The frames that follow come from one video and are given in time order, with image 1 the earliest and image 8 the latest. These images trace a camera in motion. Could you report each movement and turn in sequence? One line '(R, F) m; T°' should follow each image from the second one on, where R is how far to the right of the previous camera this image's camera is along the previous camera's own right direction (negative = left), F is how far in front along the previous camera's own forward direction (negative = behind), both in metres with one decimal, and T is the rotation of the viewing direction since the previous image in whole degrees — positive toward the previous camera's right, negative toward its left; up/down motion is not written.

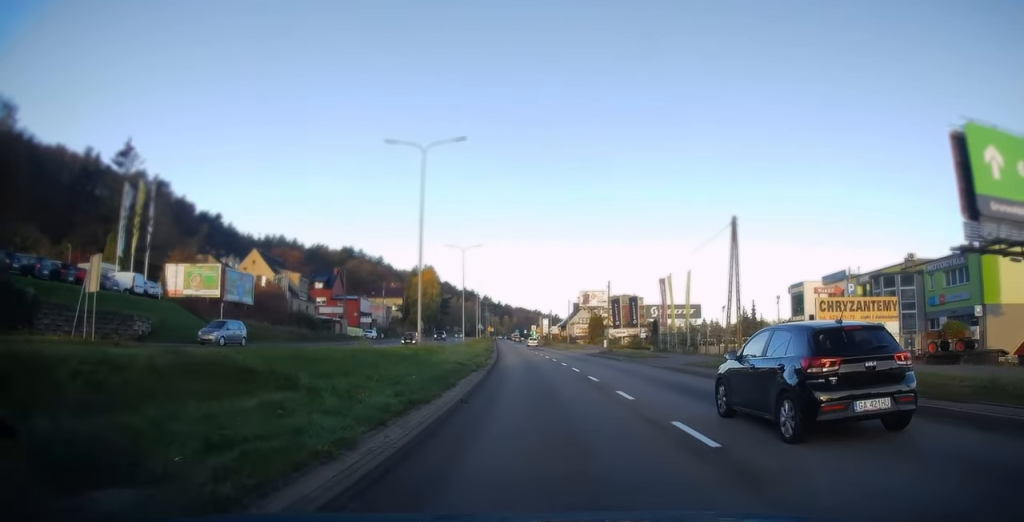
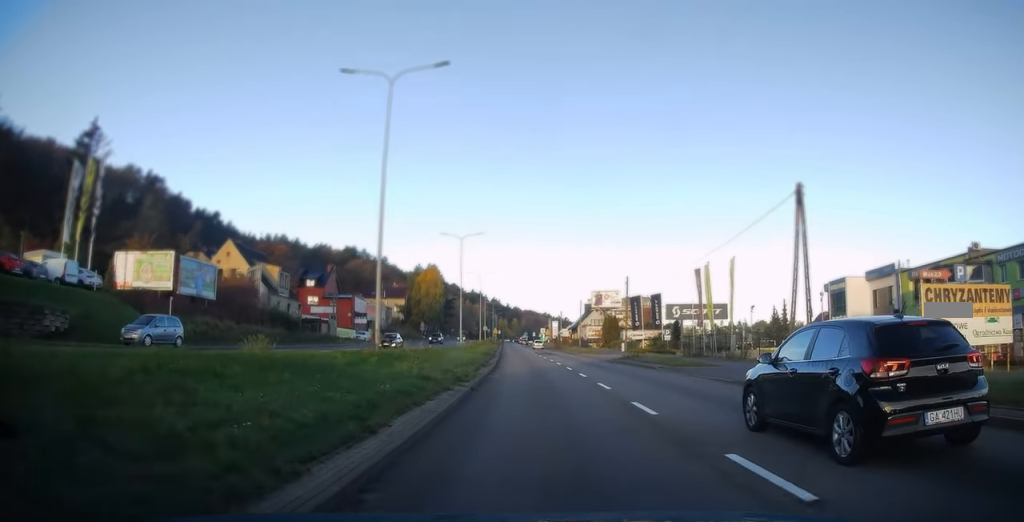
(-0.5, +8.6) m; -1°
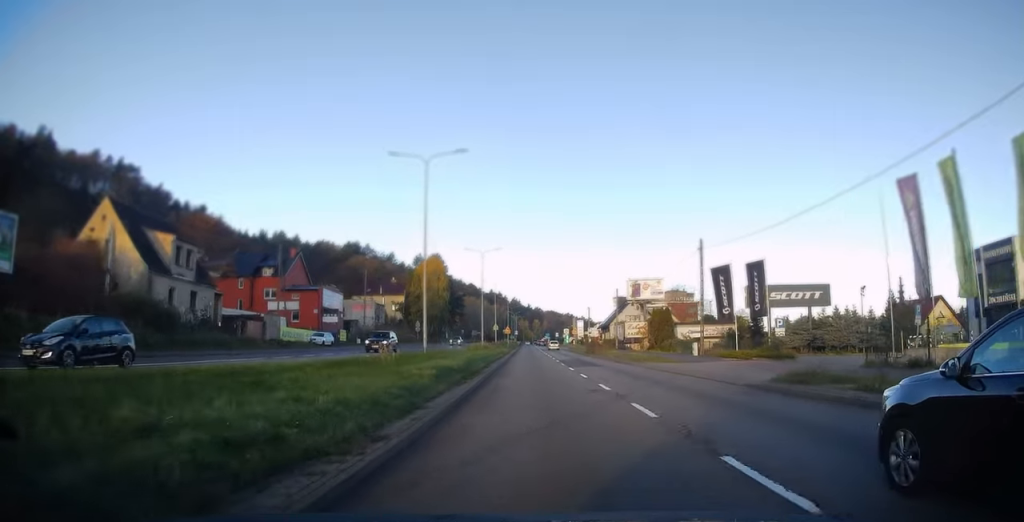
(-0.1, +24.4) m; -1°
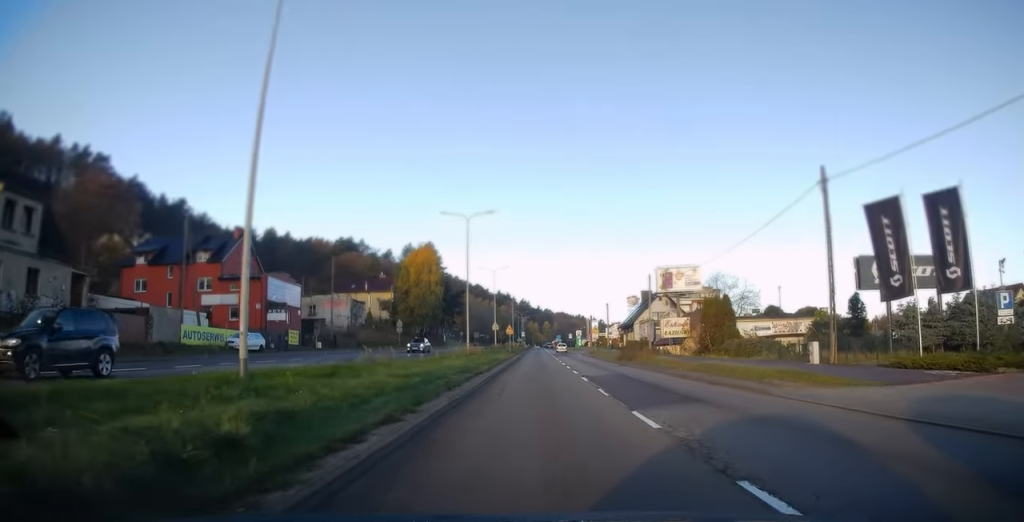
(-0.6, +18.9) m; -3°
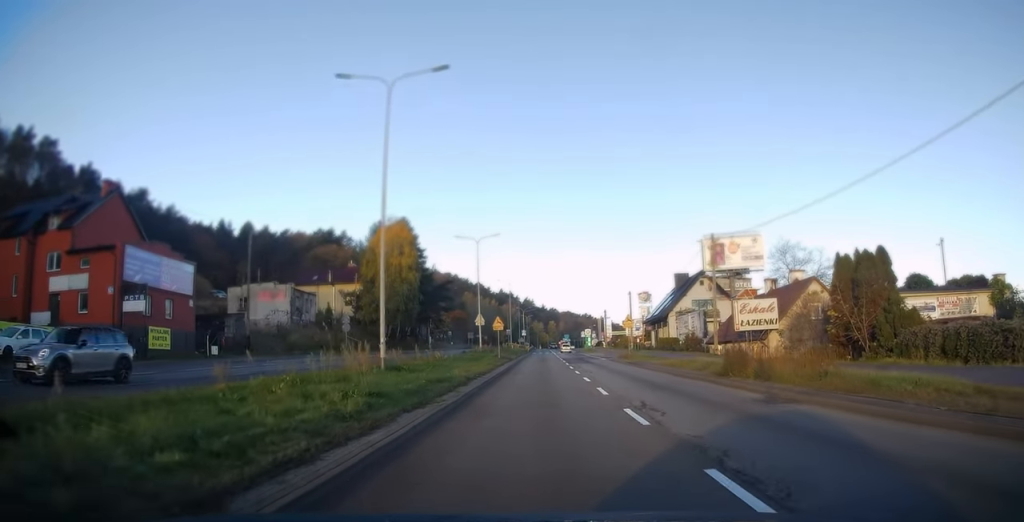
(-0.1, +23.5) m; 0°
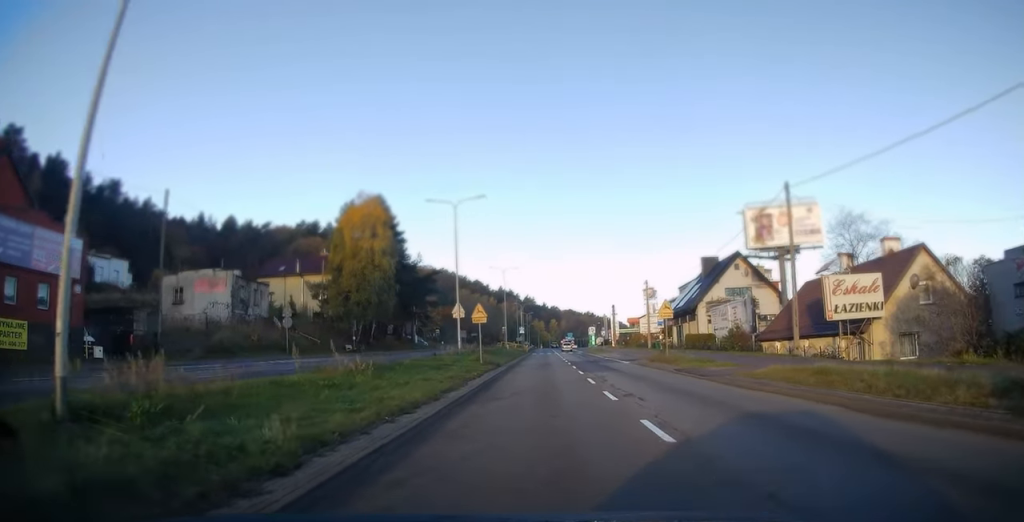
(0.0, +13.7) m; 0°
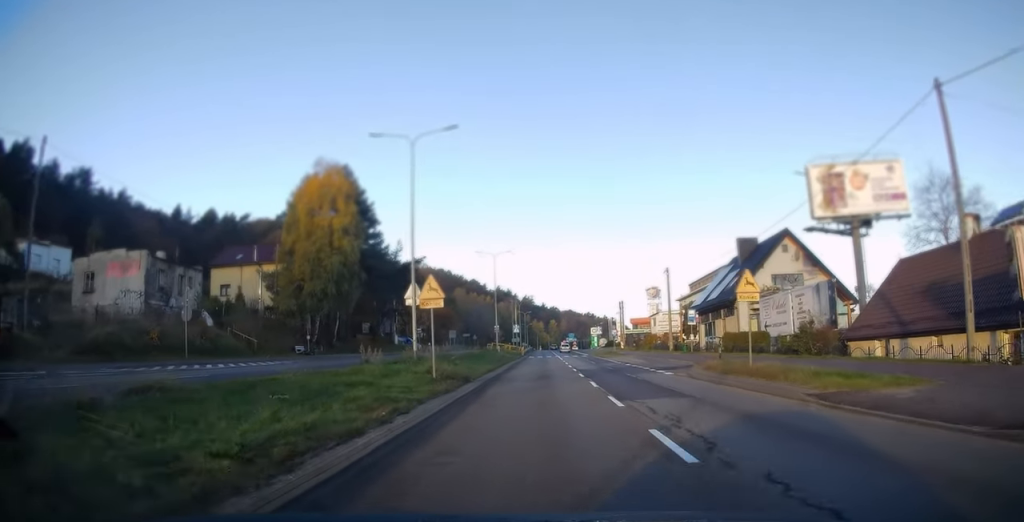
(-0.2, +13.1) m; 0°
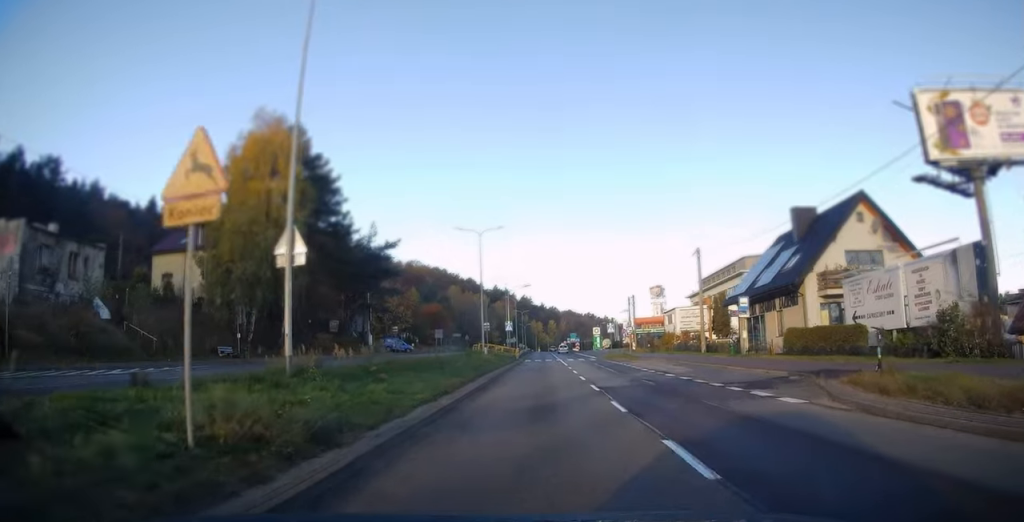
(+0.3, +12.9) m; +1°
